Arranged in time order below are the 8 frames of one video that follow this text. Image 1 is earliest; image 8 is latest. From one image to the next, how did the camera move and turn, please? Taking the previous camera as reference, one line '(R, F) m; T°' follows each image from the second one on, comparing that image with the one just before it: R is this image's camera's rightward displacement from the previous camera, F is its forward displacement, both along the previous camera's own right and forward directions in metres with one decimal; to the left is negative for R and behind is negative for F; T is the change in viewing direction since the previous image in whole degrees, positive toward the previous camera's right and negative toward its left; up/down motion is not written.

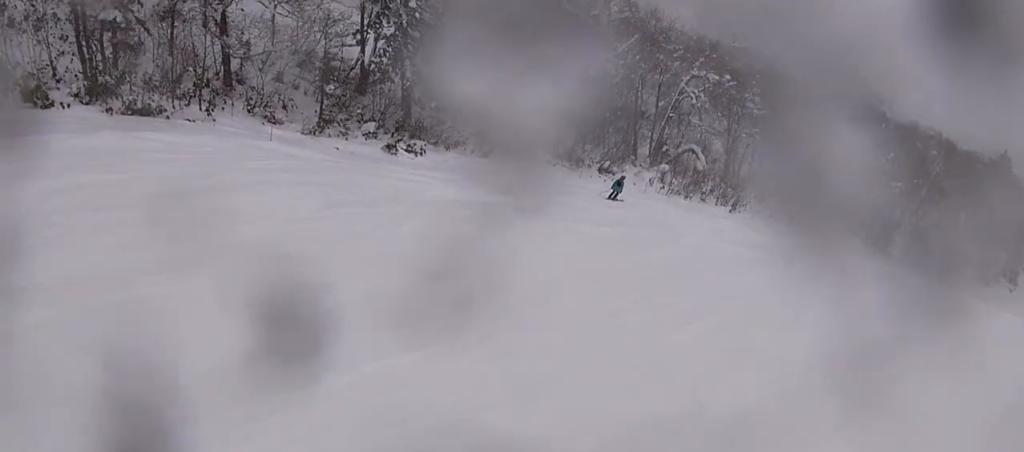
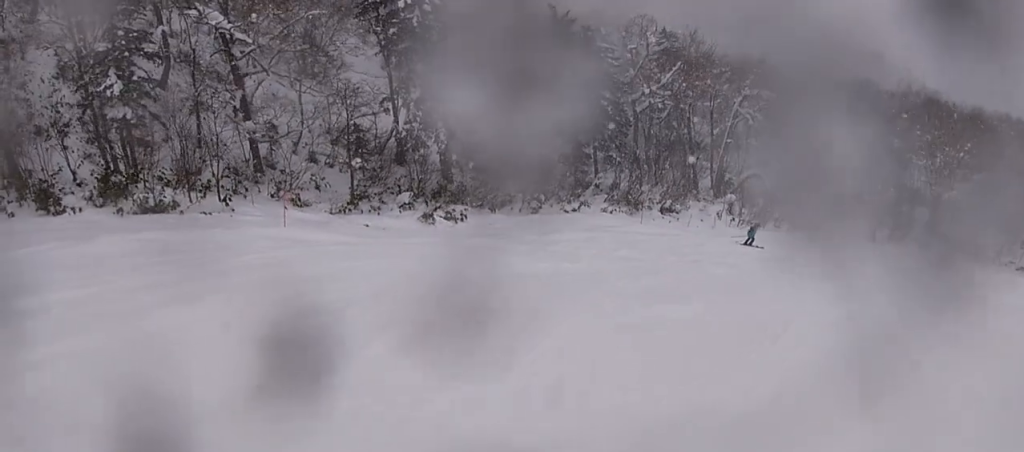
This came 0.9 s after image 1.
(0.0, +3.8) m; 0°
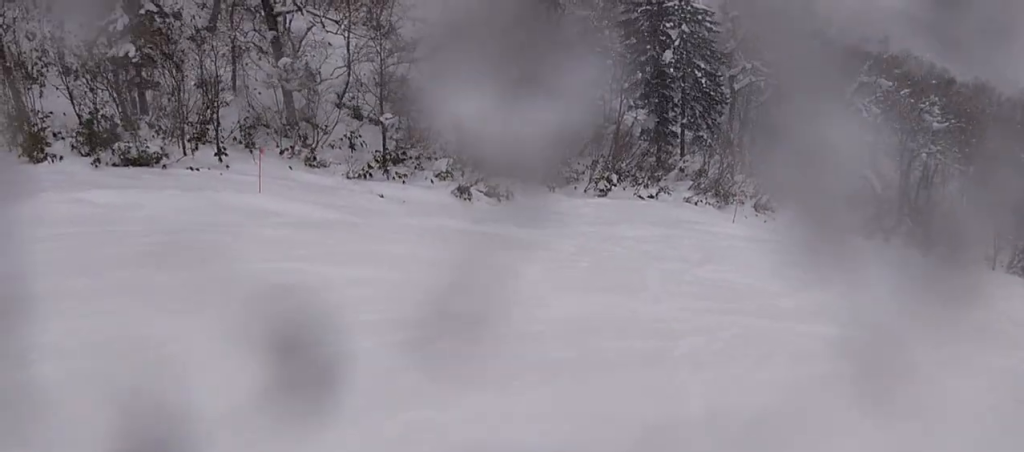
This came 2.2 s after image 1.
(0.0, +6.3) m; +3°
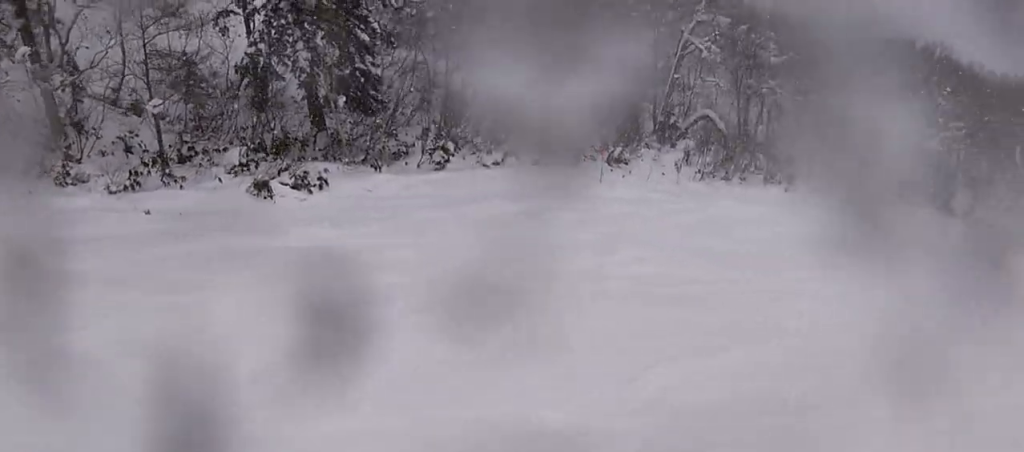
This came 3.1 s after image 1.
(+0.2, +4.9) m; +17°
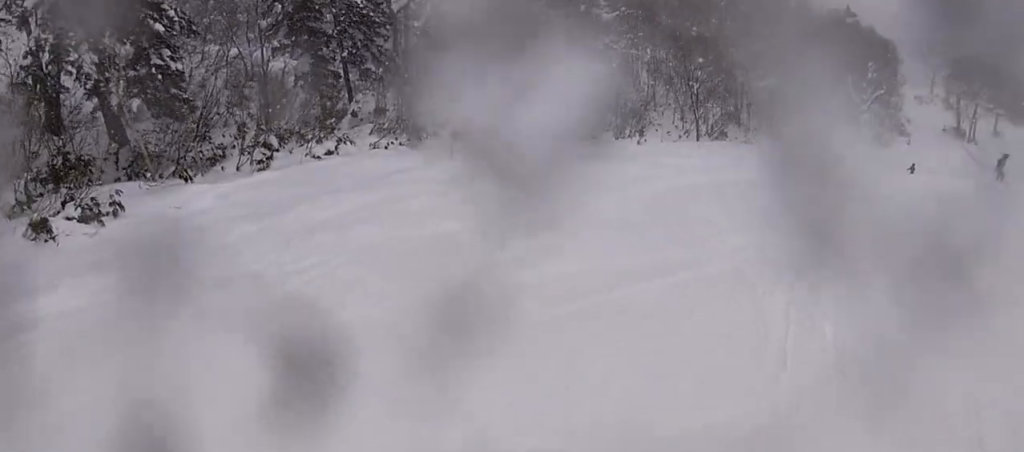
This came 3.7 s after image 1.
(+0.5, +2.5) m; +15°
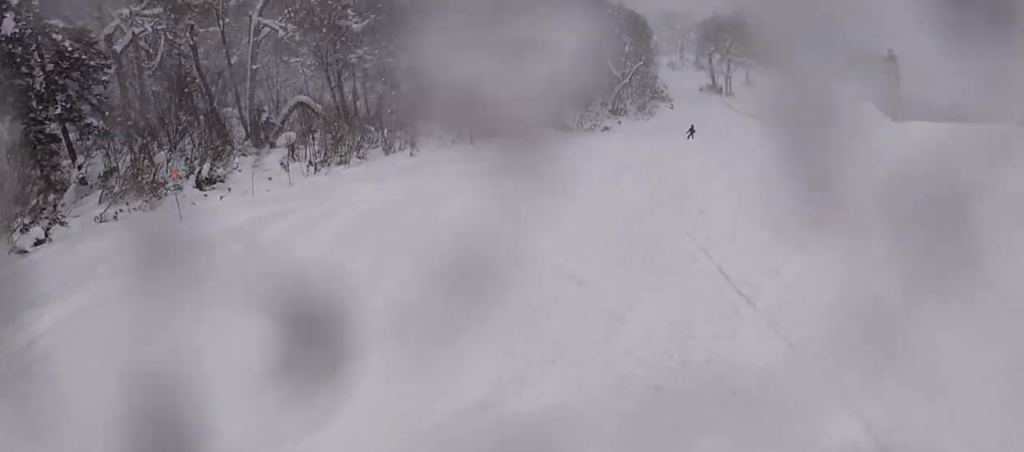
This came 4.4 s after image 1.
(+0.6, +3.2) m; +19°
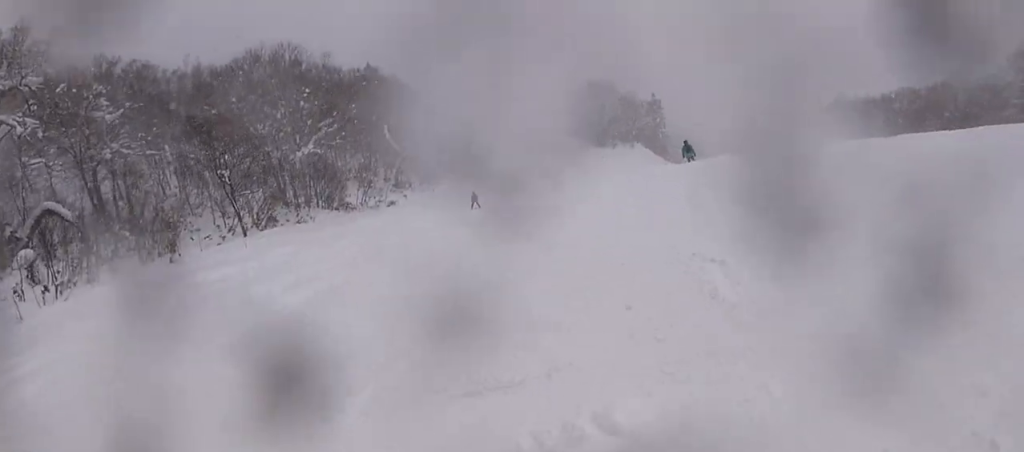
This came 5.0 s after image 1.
(+0.3, +3.3) m; +19°
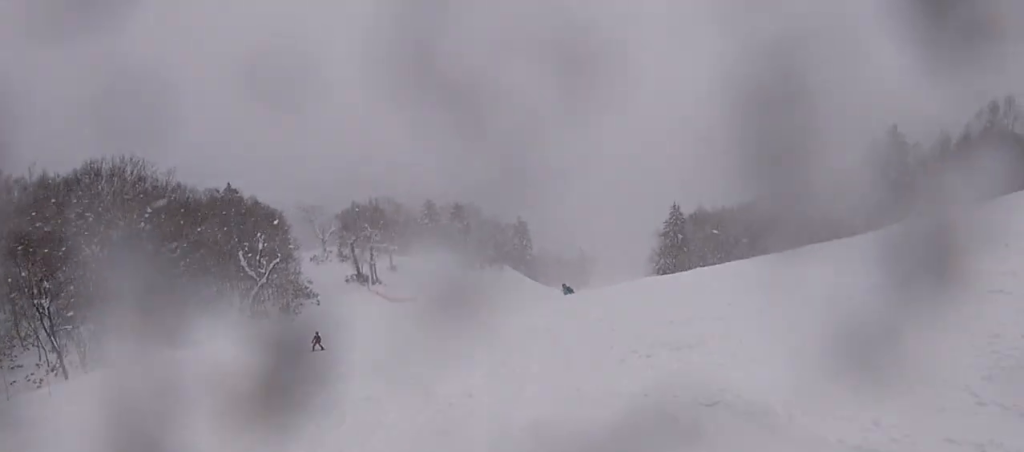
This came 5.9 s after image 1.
(+1.1, +3.9) m; +16°
